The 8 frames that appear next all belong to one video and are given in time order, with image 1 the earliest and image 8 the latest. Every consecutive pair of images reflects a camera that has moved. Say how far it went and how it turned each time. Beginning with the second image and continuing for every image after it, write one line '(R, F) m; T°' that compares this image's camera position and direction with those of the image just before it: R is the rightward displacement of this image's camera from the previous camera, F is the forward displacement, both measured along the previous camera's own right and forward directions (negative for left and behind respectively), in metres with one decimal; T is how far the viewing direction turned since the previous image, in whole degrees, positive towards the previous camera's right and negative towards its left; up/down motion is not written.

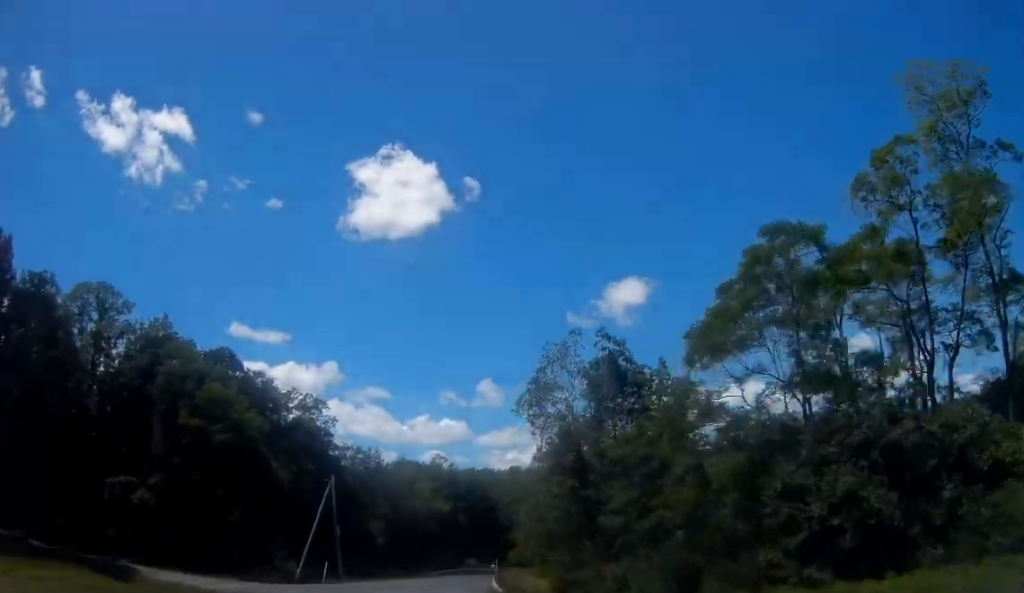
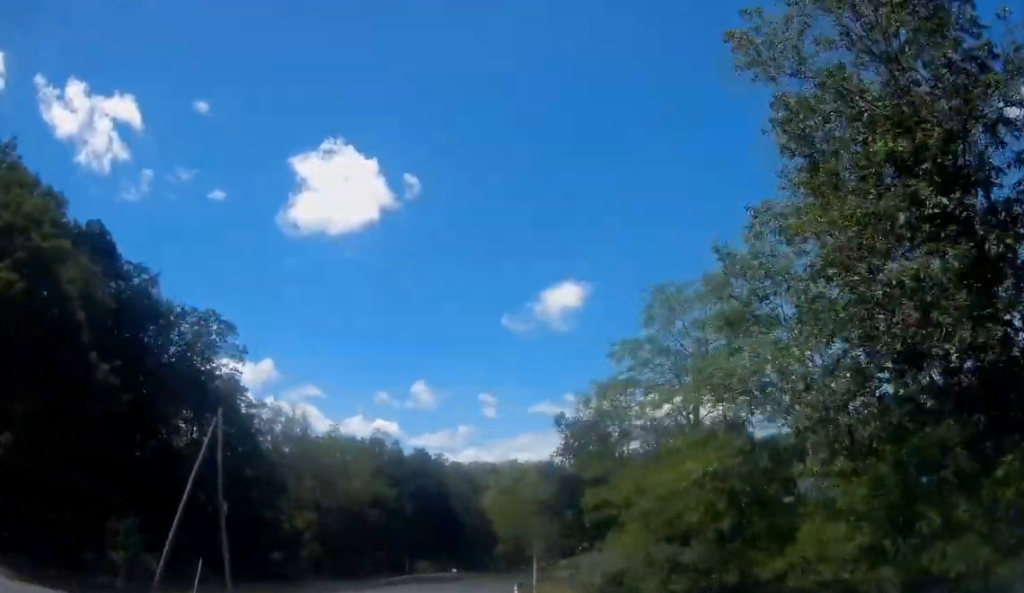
(+1.1, +24.1) m; +6°
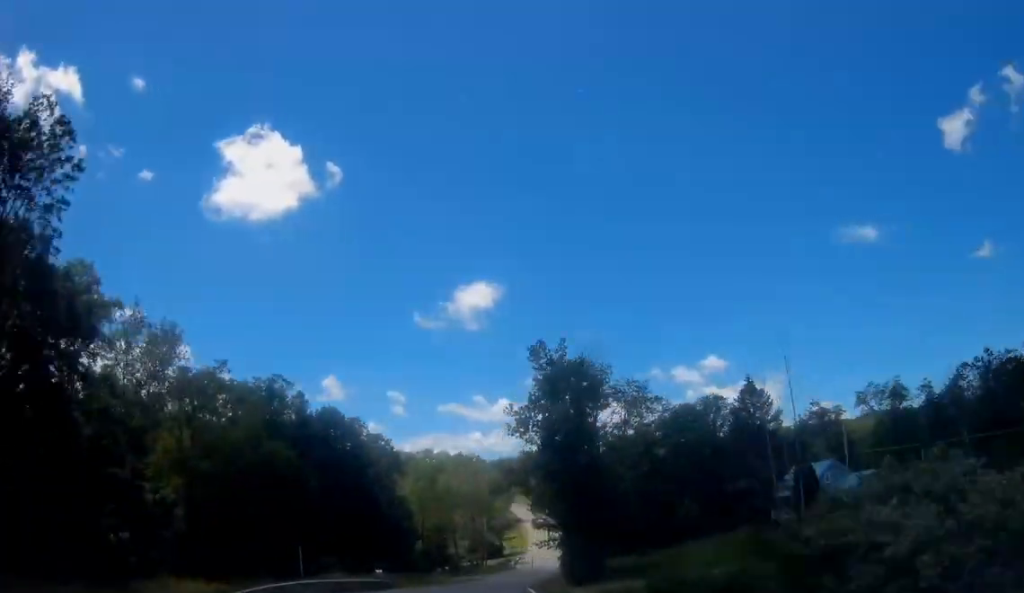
(+1.4, +23.6) m; +7°
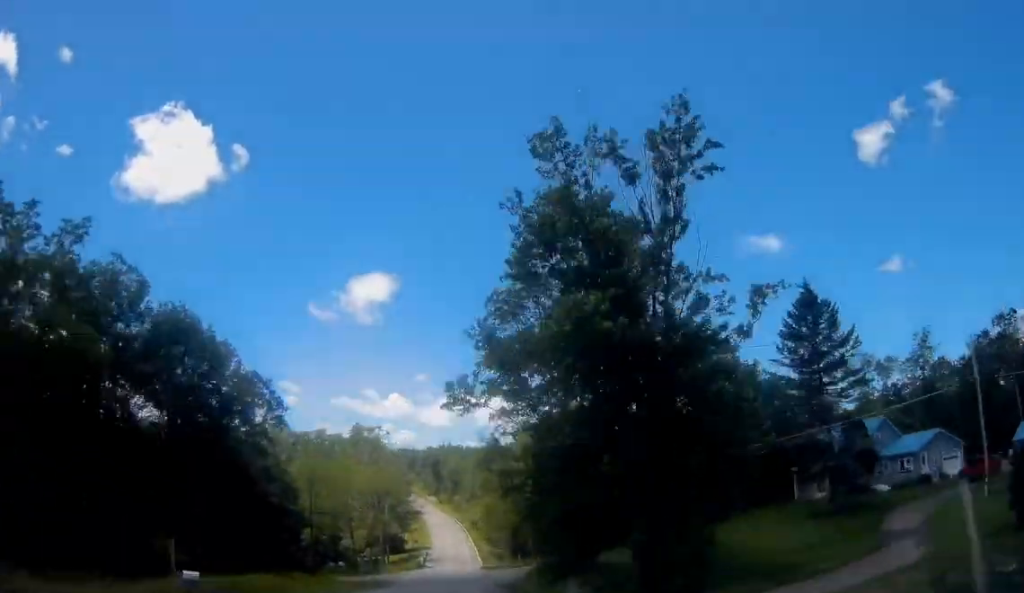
(+1.7, +25.7) m; +8°
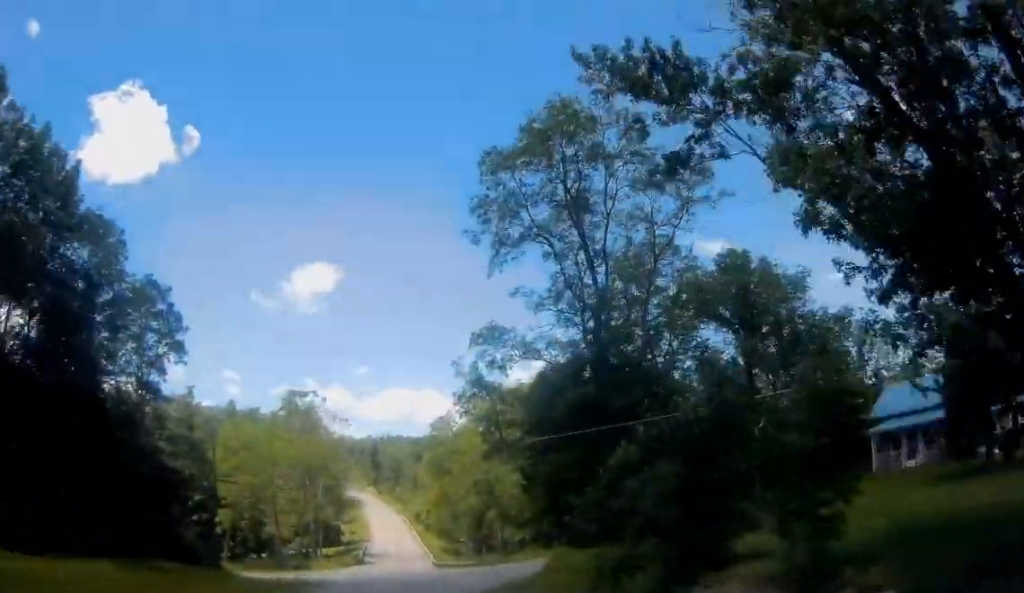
(+0.9, +19.0) m; +6°
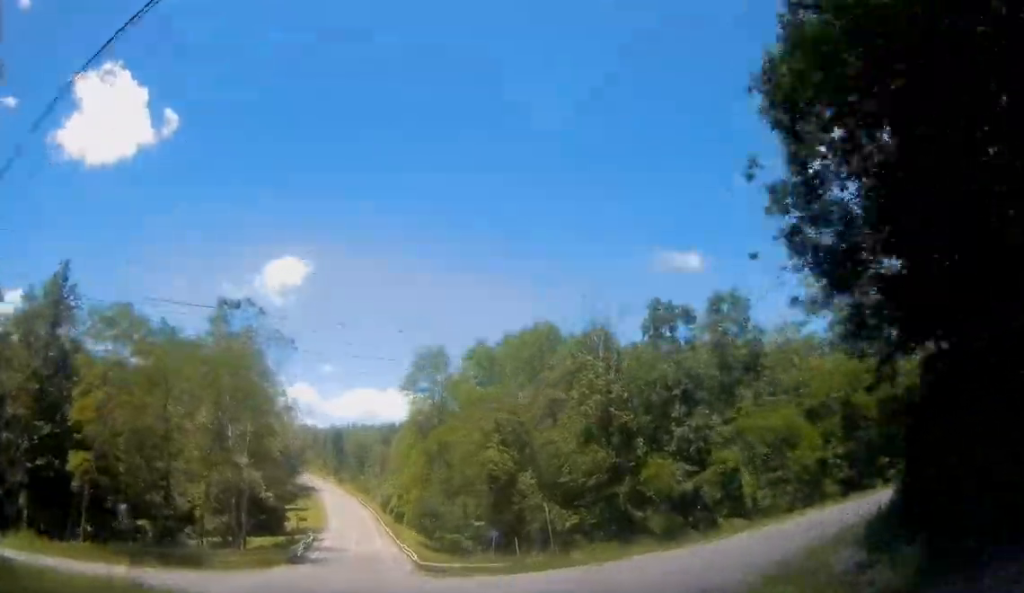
(+2.3, +32.0) m; +6°
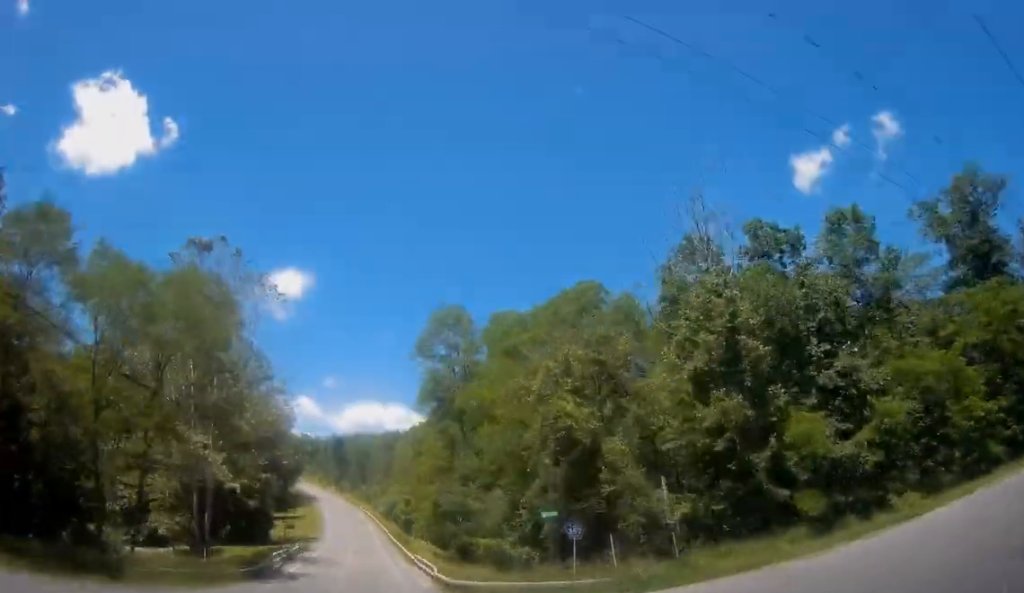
(+0.2, +15.0) m; +1°
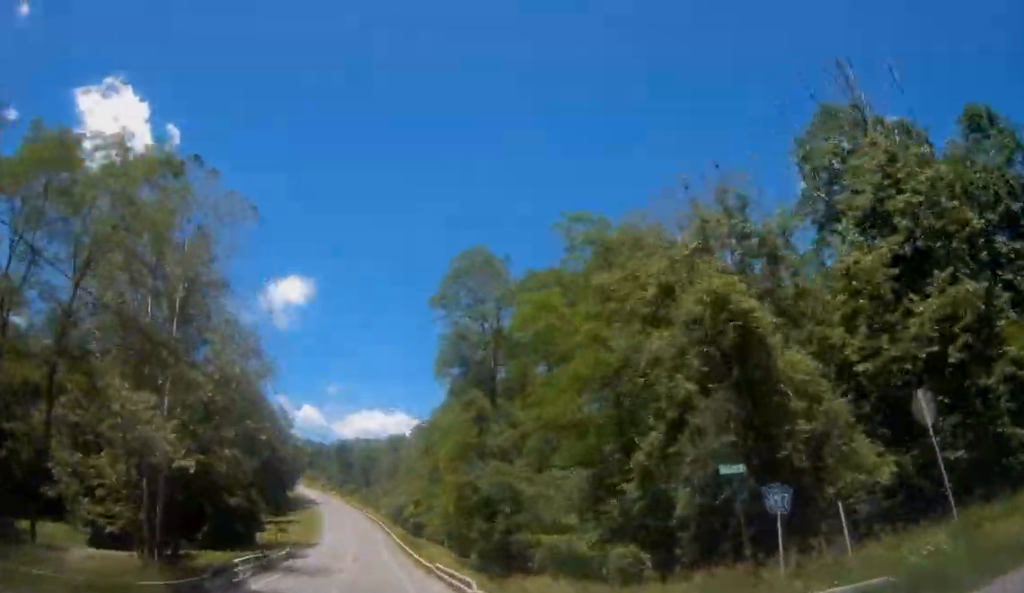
(0.0, +12.3) m; 0°
